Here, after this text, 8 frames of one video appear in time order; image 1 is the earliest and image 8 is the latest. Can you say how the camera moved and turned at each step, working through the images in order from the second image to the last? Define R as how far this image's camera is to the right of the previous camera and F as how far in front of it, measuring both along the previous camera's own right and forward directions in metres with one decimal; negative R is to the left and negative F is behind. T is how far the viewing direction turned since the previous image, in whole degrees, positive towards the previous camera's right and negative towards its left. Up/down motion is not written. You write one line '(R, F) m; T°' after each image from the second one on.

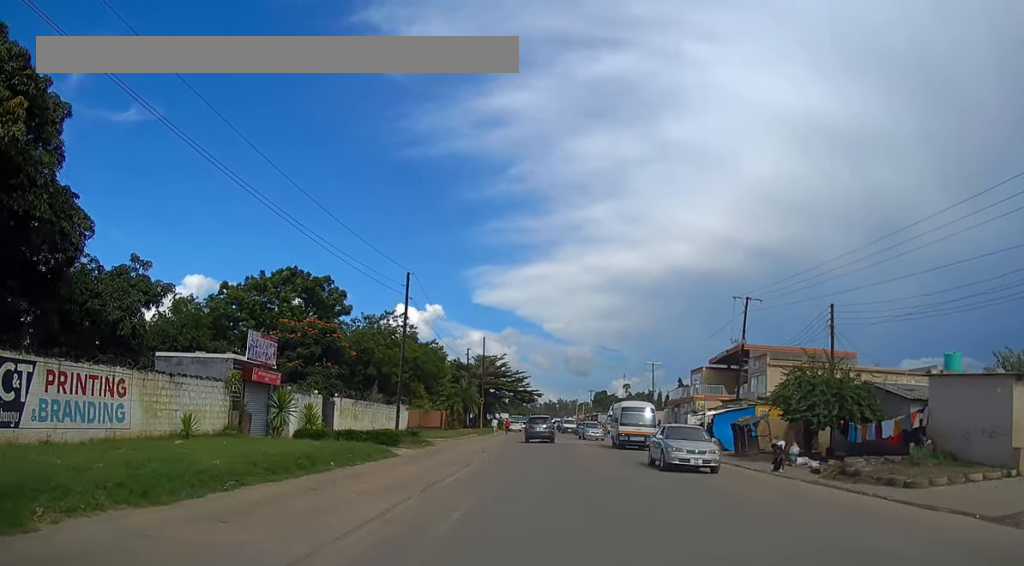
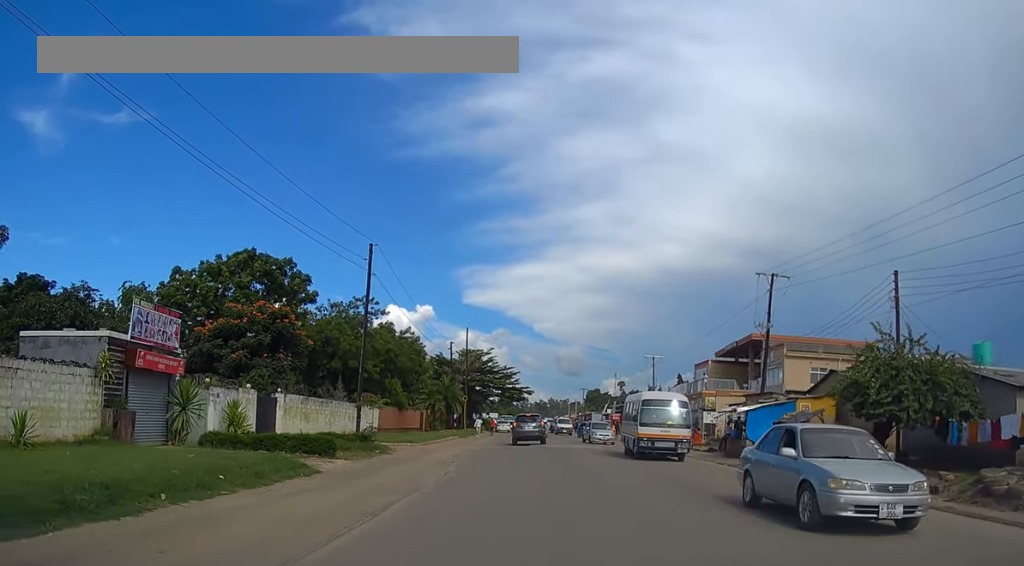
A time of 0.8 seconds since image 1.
(0.0, +7.9) m; 0°
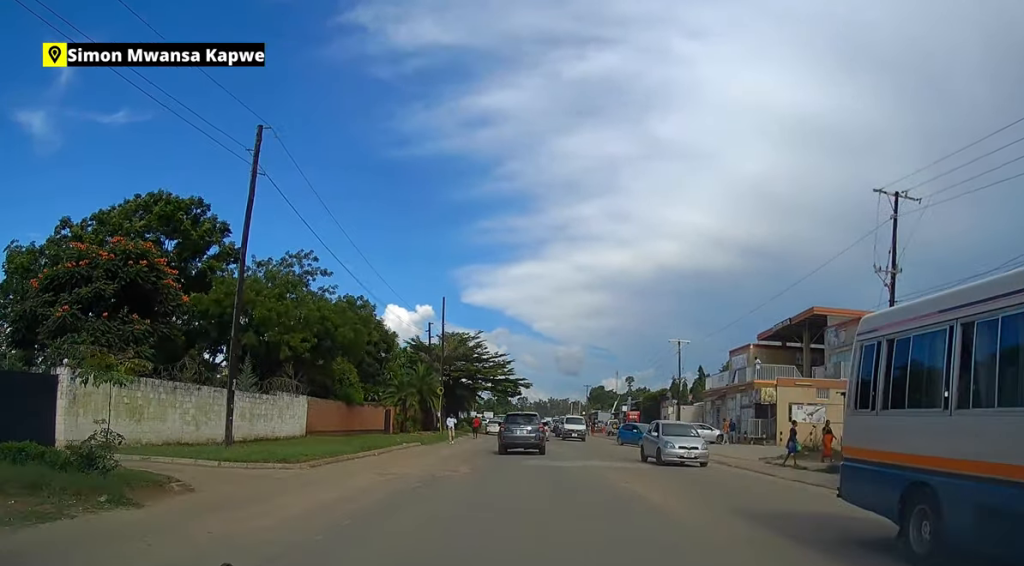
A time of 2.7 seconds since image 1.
(0.0, +16.5) m; +1°
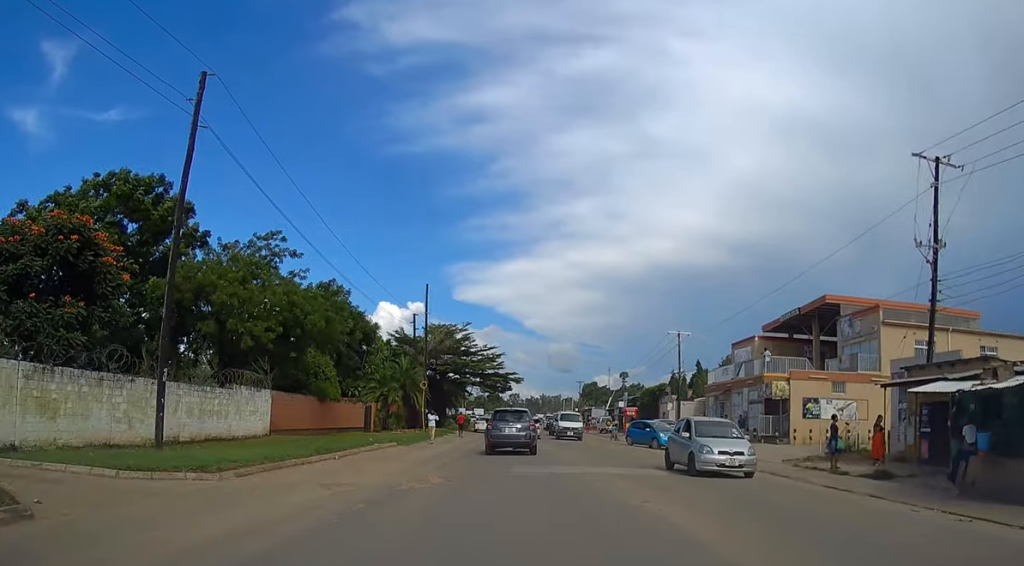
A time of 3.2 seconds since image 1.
(0.0, +4.0) m; 0°
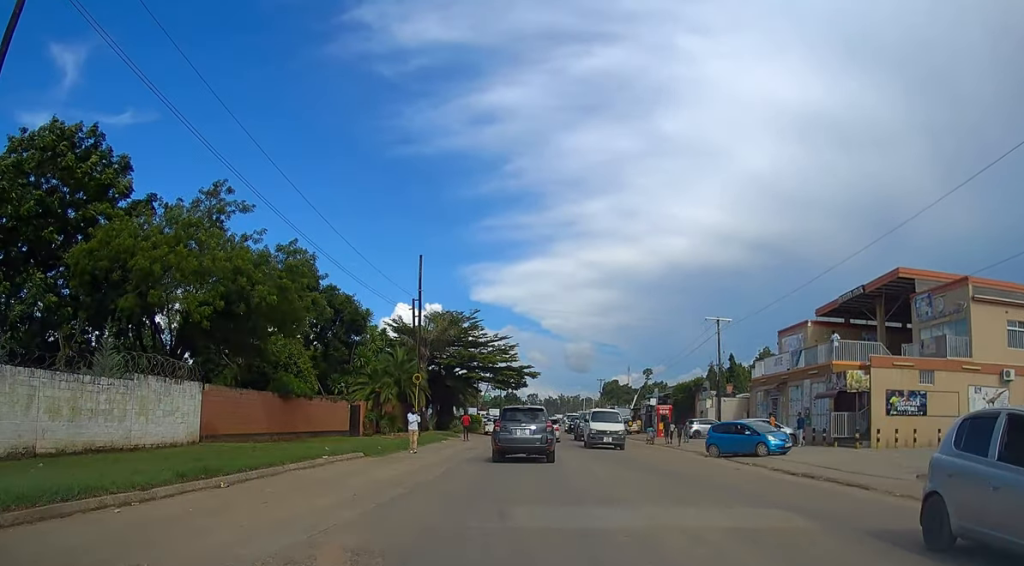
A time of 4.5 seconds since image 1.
(0.0, +9.2) m; -2°
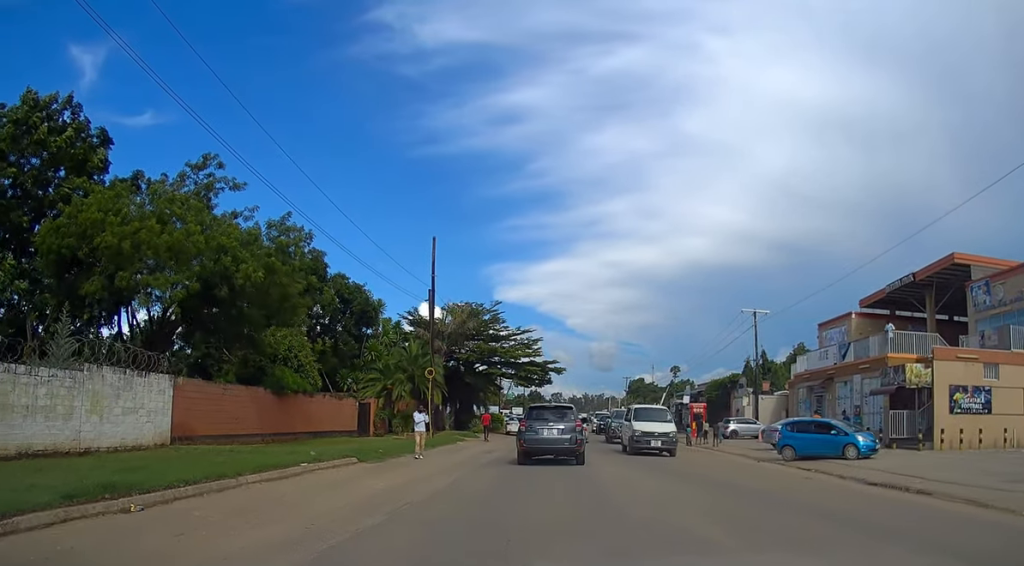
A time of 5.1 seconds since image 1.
(-0.1, +4.1) m; -2°
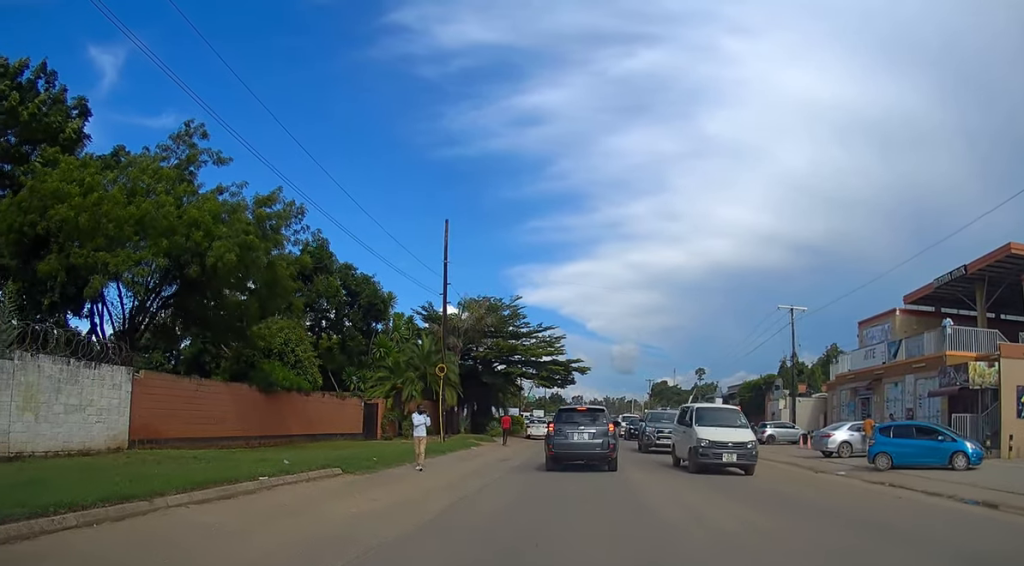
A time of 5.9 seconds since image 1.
(-0.1, +3.9) m; -1°
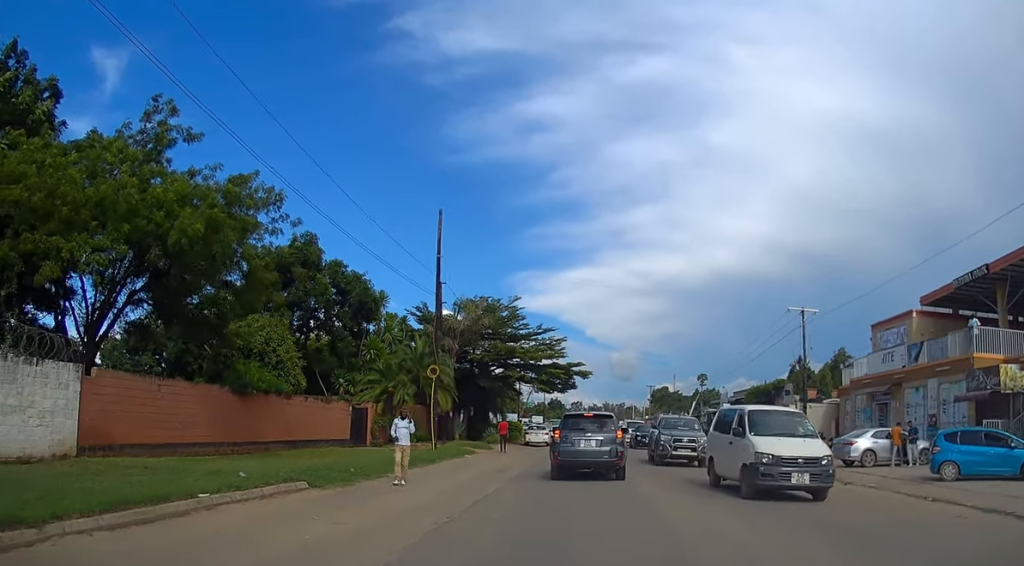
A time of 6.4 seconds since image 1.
(0.0, +2.3) m; 0°
